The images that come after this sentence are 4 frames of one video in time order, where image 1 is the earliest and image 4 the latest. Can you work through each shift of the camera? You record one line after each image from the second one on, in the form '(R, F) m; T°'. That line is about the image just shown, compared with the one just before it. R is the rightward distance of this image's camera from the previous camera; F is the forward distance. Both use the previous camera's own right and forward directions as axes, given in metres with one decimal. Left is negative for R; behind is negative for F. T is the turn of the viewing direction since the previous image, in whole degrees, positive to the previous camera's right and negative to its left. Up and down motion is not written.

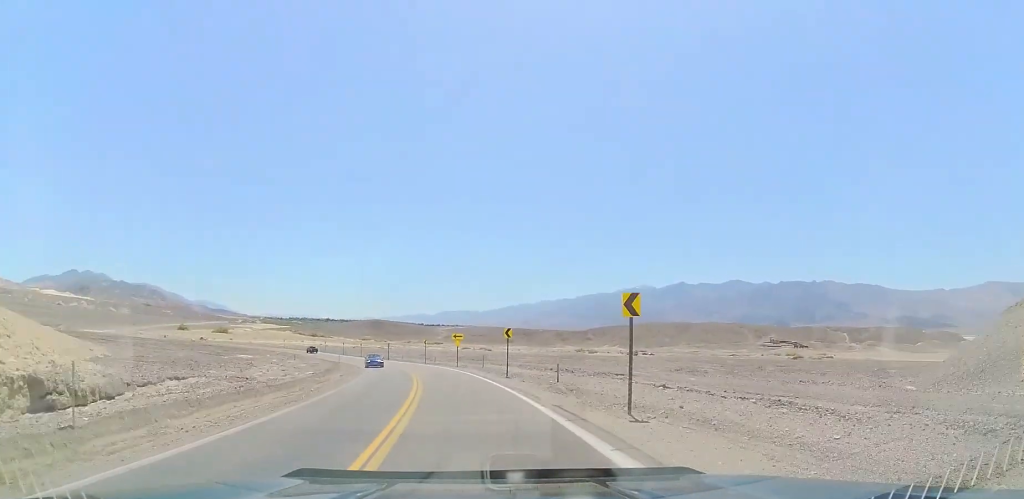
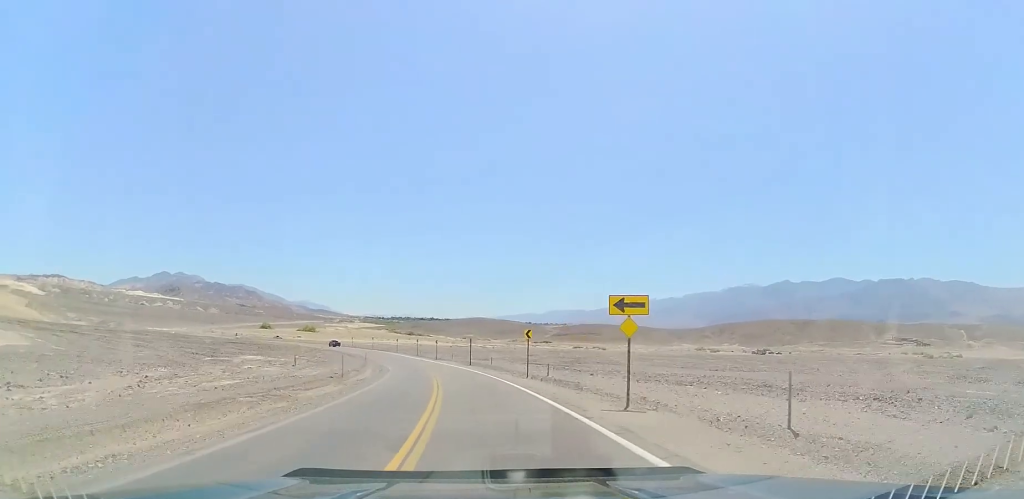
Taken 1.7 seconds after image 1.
(-4.4, +37.9) m; -12°
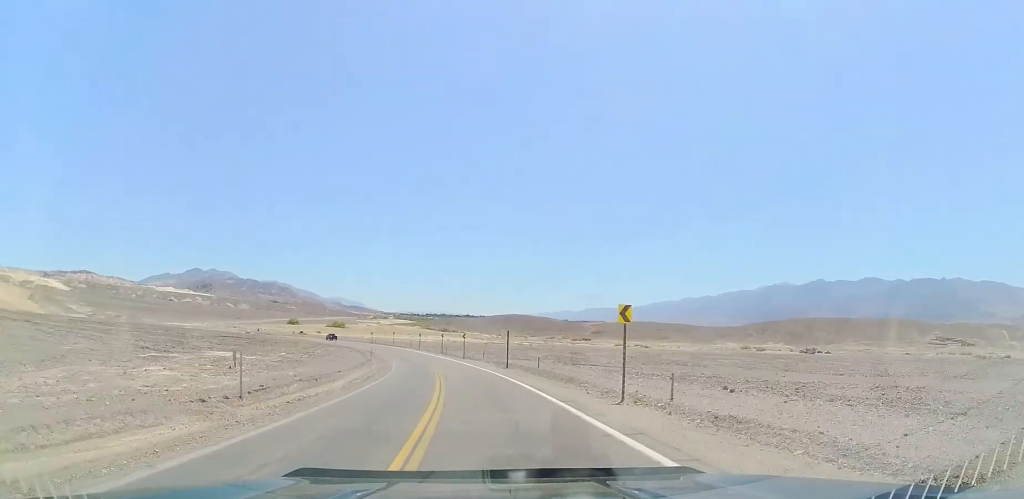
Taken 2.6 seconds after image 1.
(-0.8, +18.2) m; -3°
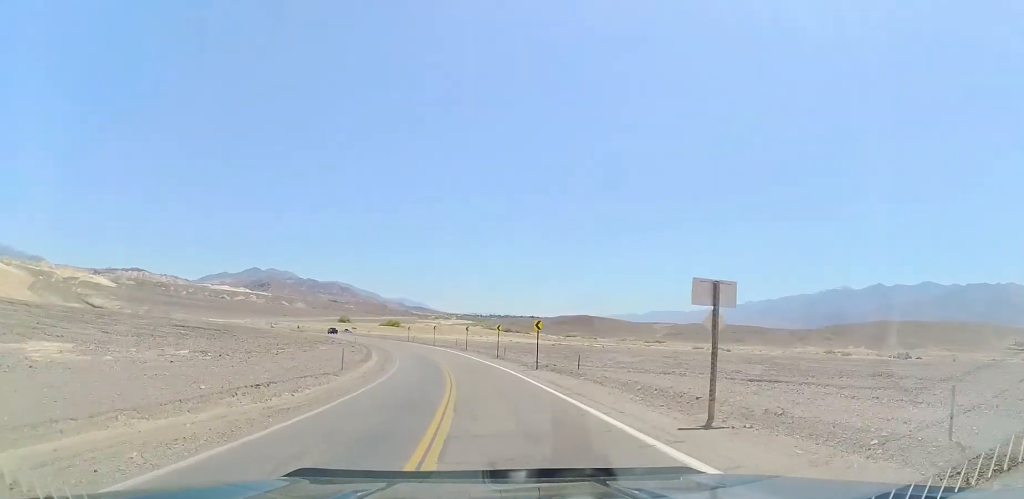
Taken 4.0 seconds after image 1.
(-0.9, +32.3) m; -7°
